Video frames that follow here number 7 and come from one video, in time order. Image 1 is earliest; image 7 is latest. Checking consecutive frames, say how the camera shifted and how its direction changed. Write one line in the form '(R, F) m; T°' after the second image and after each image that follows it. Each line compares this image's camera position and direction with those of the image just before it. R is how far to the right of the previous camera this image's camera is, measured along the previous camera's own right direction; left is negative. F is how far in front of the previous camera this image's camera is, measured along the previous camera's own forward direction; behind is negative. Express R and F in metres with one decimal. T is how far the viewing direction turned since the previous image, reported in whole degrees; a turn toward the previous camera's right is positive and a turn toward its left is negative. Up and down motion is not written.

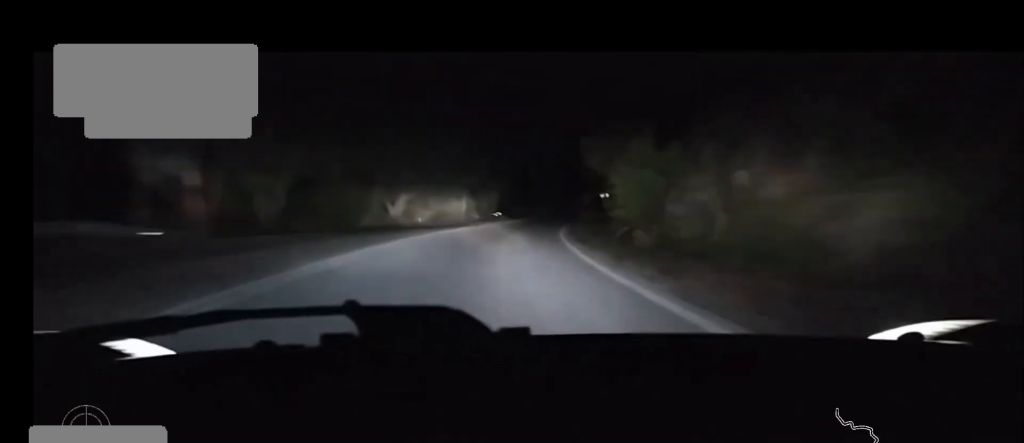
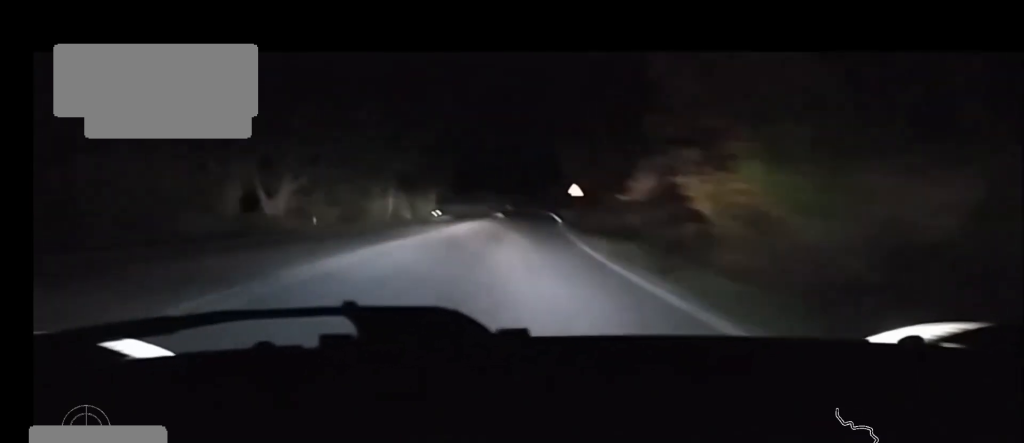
(+0.8, +14.6) m; +3°
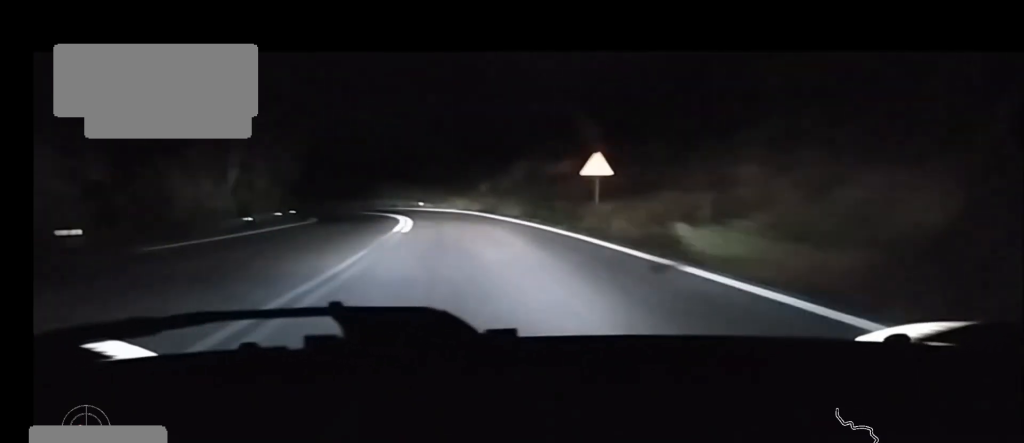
(+1.6, +30.6) m; +3°
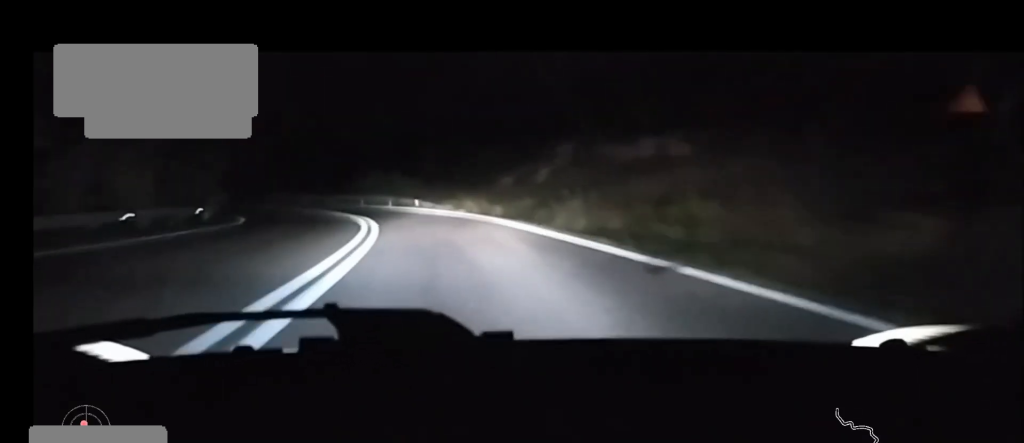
(+0.1, +15.8) m; -1°
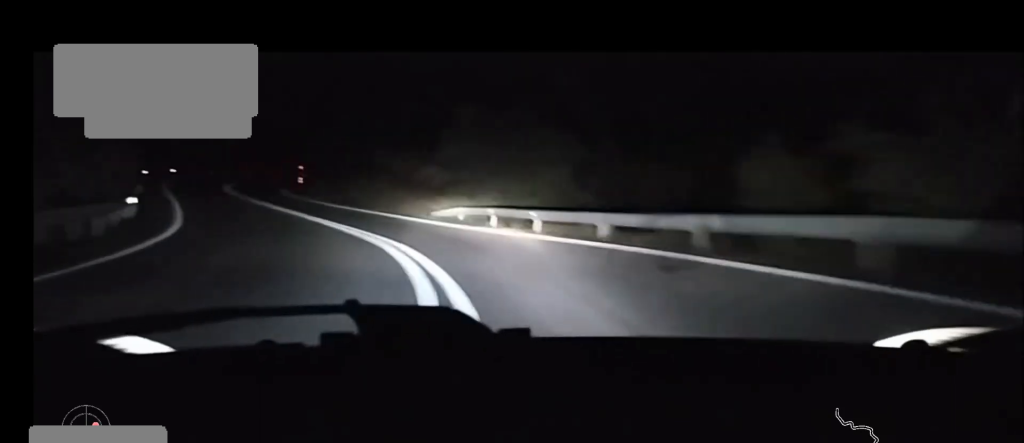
(-5.4, +40.2) m; -22°
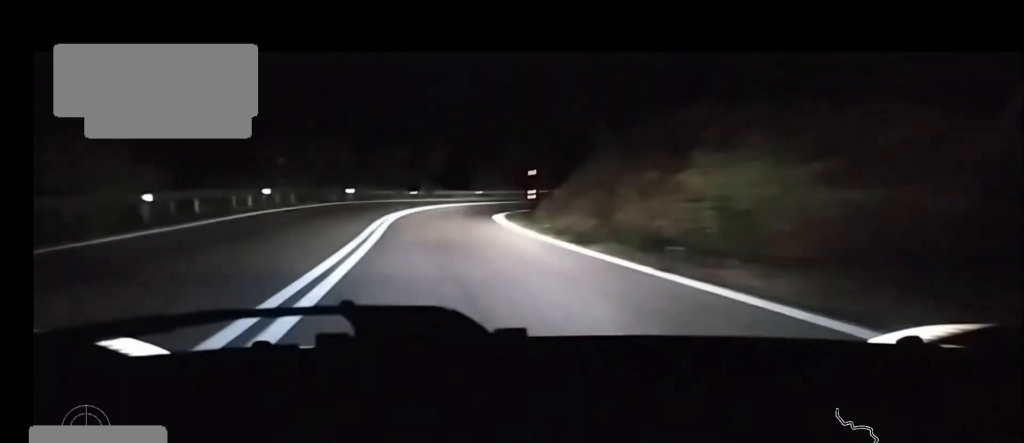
(-5.2, +27.9) m; -16°
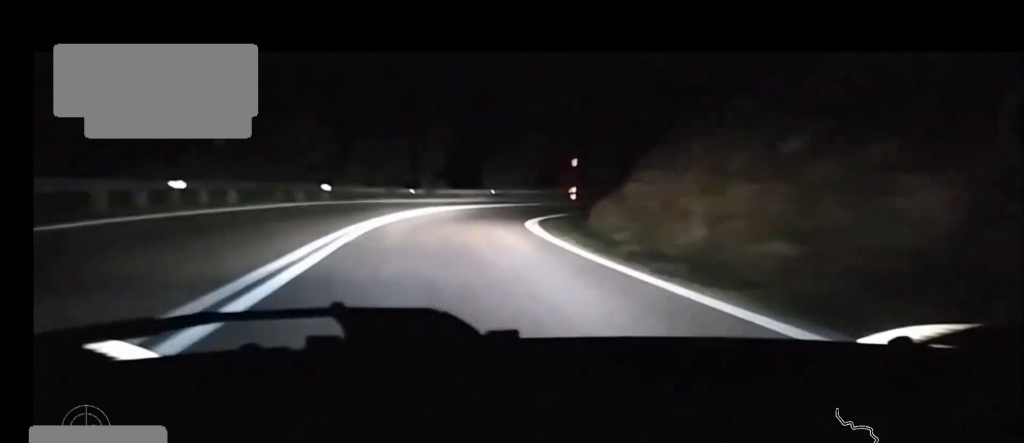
(-0.2, +8.9) m; +1°
